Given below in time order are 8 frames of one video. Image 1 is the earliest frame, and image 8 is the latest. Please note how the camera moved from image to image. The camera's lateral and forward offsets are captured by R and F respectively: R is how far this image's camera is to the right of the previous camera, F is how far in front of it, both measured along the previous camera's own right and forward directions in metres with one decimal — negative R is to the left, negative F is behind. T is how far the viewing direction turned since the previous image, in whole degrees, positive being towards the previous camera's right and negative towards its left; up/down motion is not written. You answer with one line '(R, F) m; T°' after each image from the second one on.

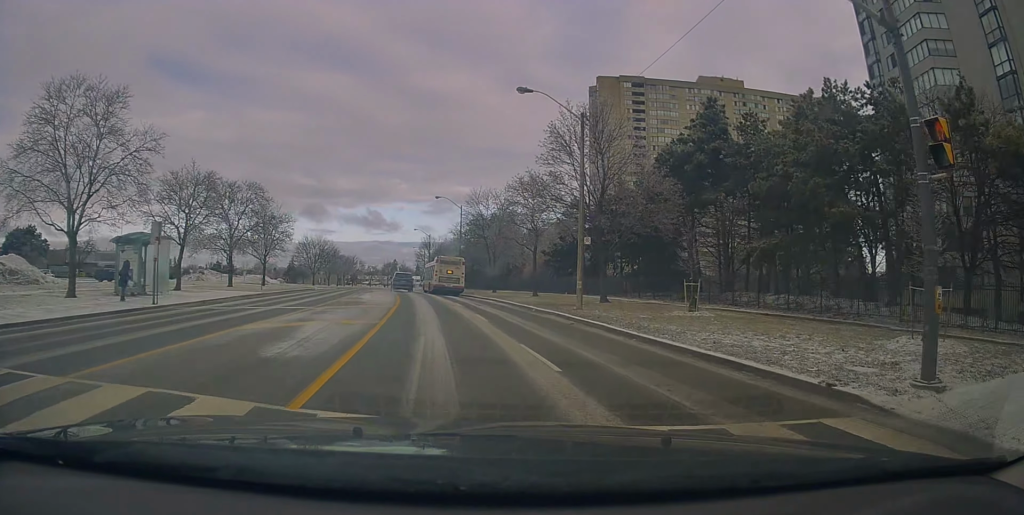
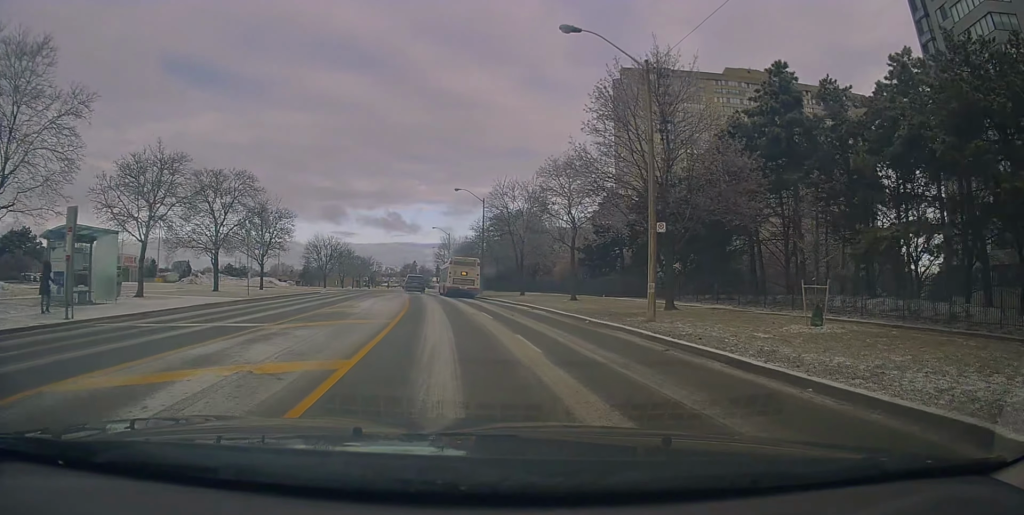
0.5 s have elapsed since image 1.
(-0.1, +6.6) m; -1°
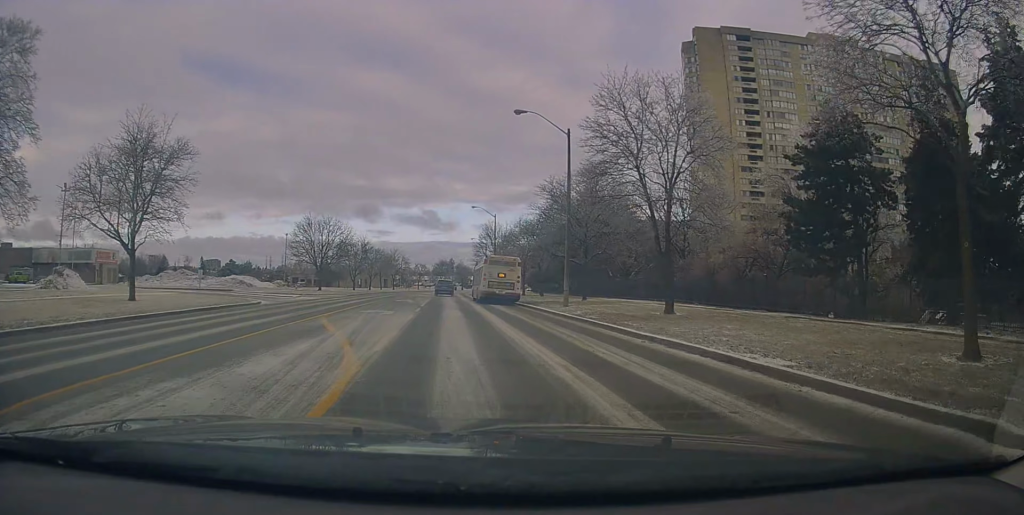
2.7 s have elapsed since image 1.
(-1.5, +28.2) m; -5°
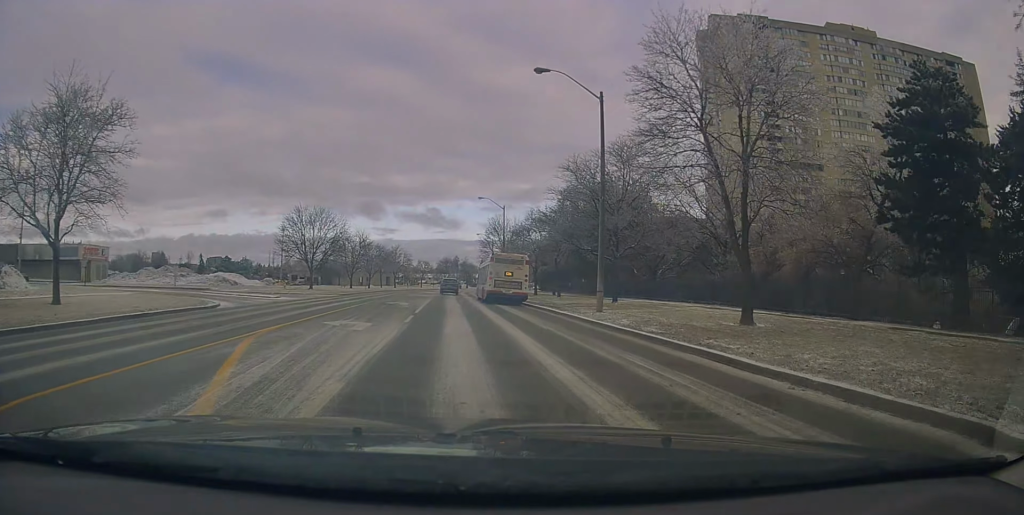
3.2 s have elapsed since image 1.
(+0.1, +6.4) m; -1°
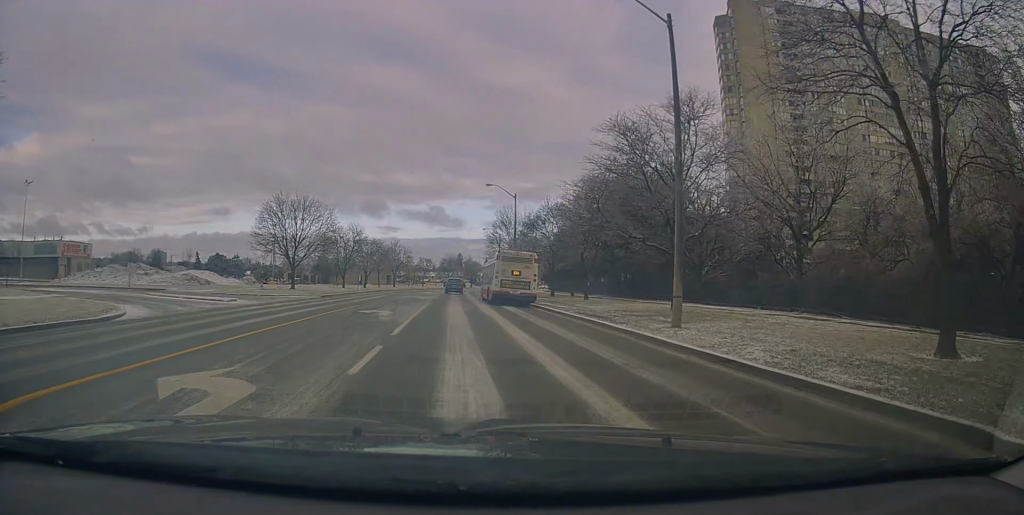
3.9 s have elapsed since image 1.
(+0.2, +8.7) m; -1°
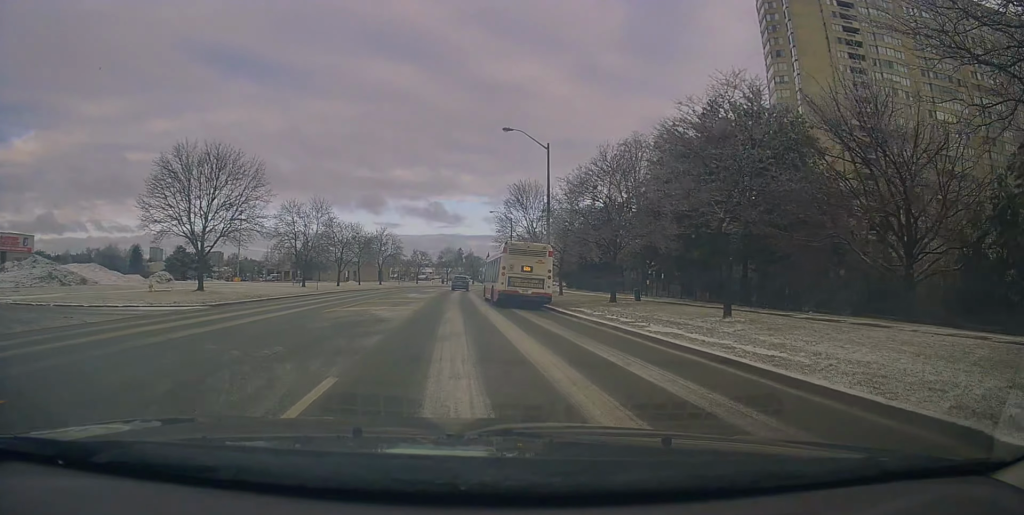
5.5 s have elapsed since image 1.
(-0.9, +21.0) m; -1°
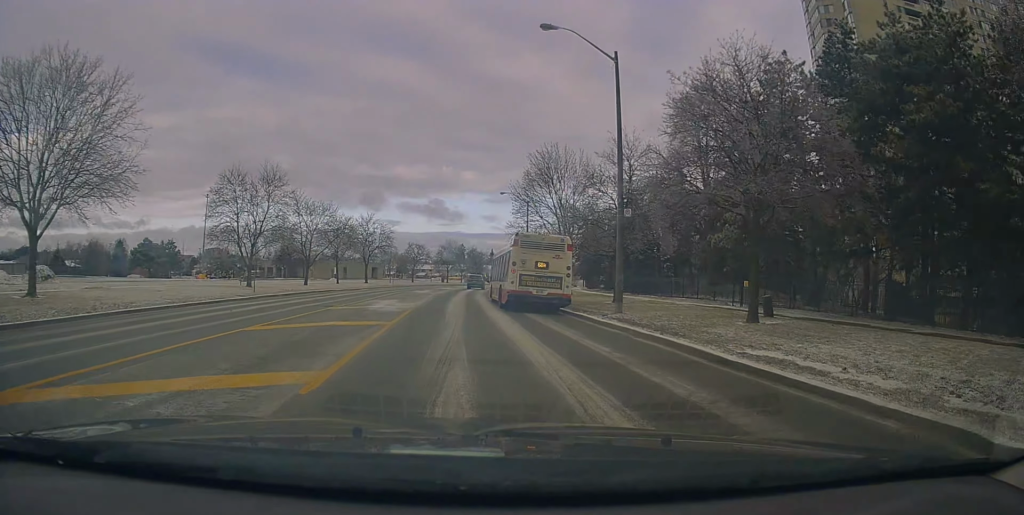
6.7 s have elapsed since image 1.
(+0.3, +16.1) m; 0°
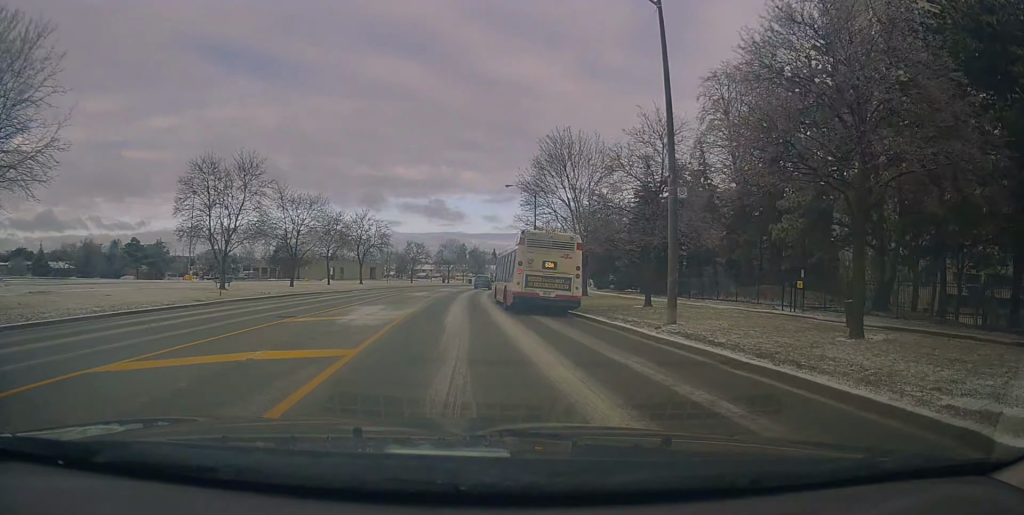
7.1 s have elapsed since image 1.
(-0.1, +5.4) m; 0°
